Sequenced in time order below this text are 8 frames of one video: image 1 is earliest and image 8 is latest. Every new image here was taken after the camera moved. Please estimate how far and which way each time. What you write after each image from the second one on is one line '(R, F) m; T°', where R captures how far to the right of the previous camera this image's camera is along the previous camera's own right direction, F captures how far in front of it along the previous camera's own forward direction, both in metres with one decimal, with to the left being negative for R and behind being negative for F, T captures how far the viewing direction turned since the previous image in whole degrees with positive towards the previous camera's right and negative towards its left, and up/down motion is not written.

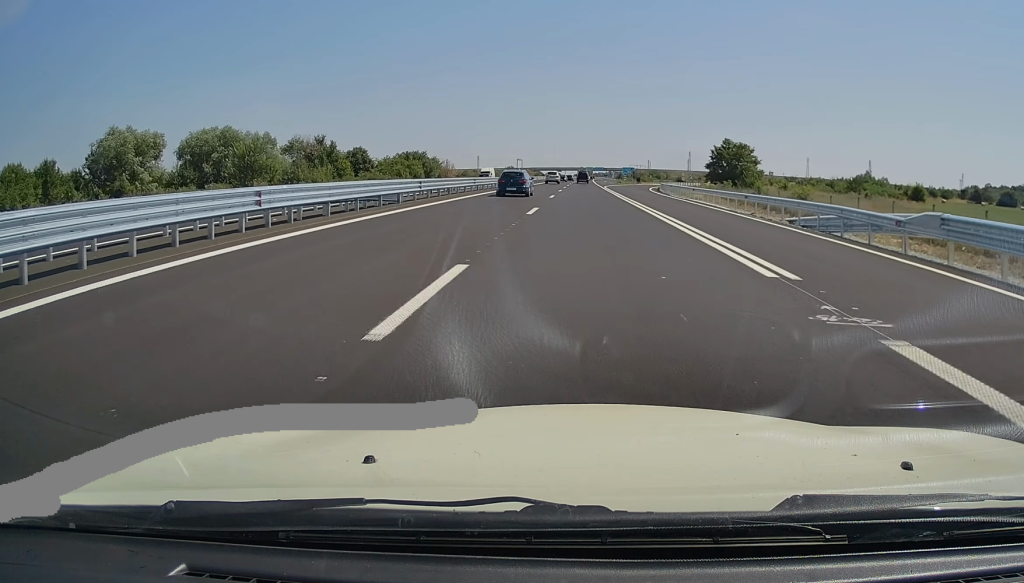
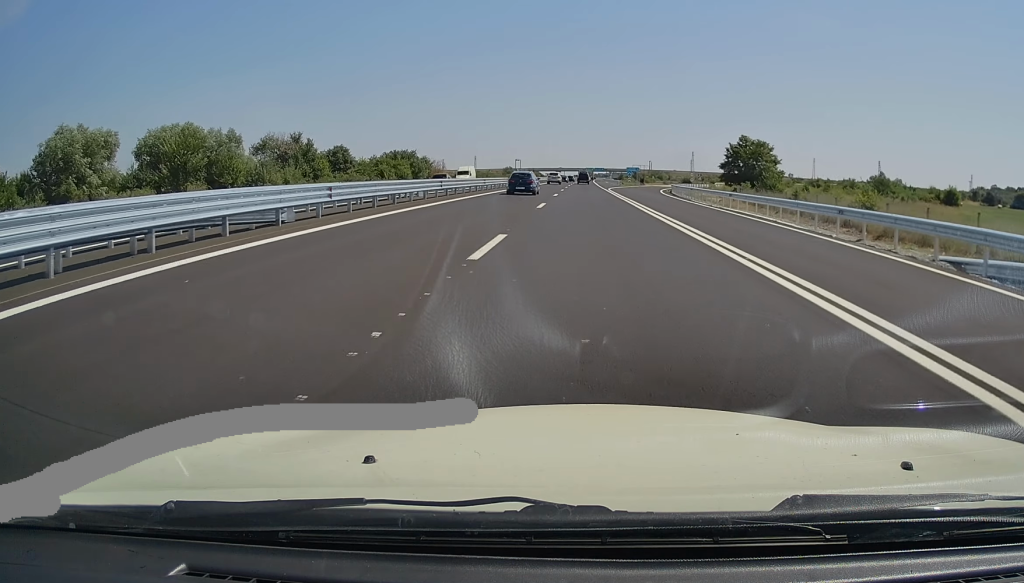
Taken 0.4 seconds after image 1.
(+0.2, +11.7) m; 0°
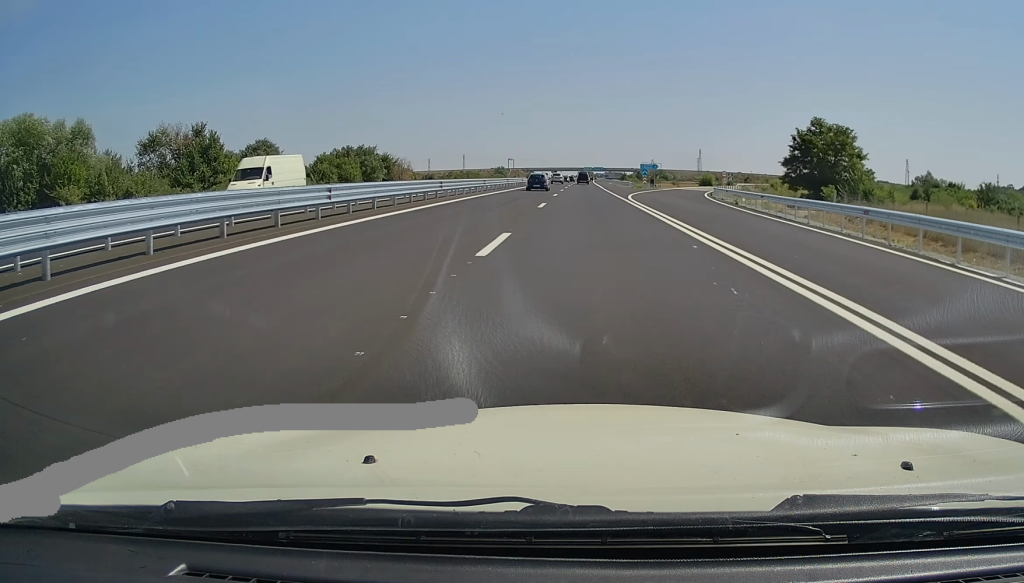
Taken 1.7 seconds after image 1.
(-0.5, +32.4) m; 0°
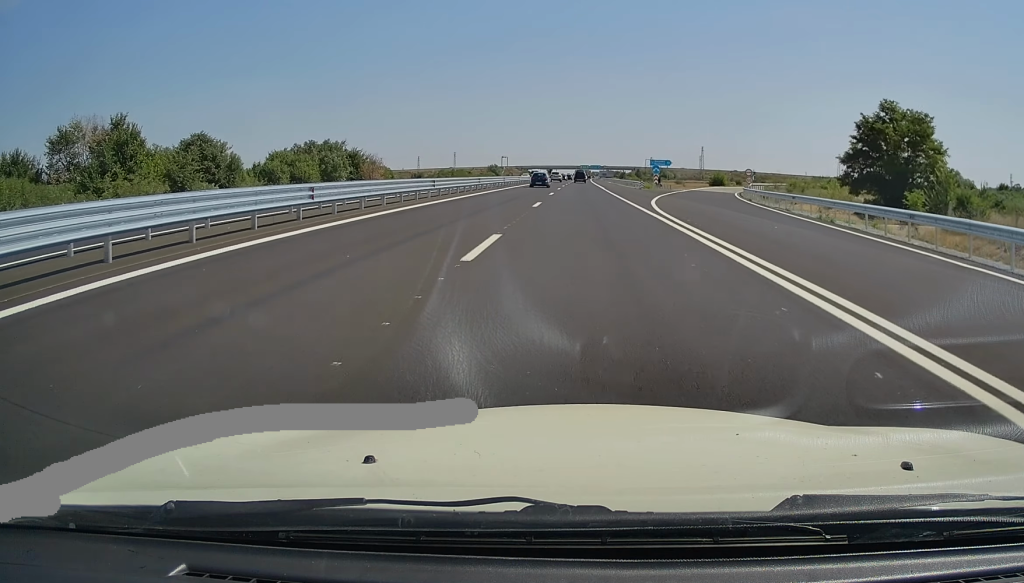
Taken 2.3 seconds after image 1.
(+0.2, +17.1) m; 0°
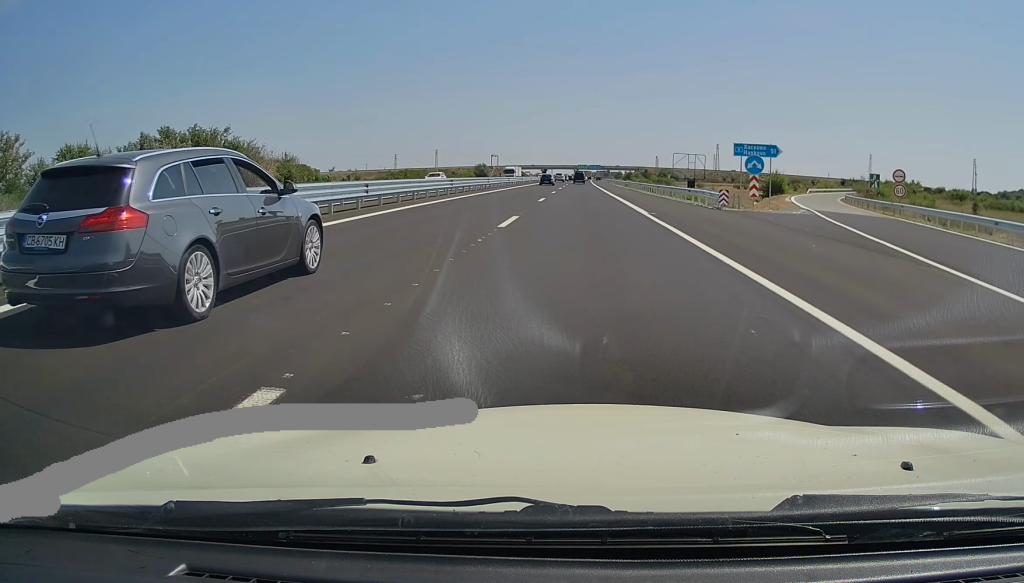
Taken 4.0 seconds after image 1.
(+0.4, +42.7) m; 0°
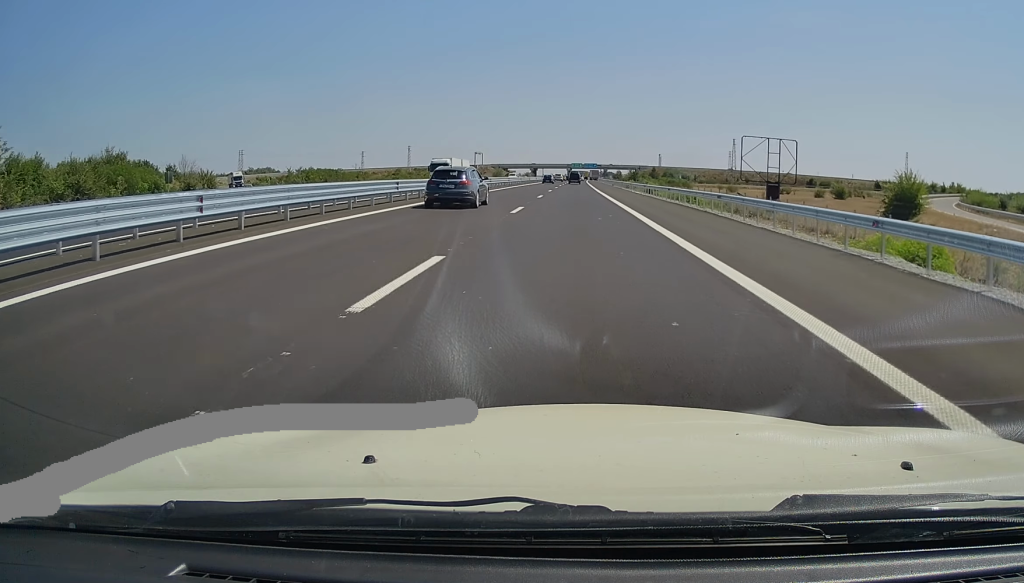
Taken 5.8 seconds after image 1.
(-0.3, +42.3) m; 0°
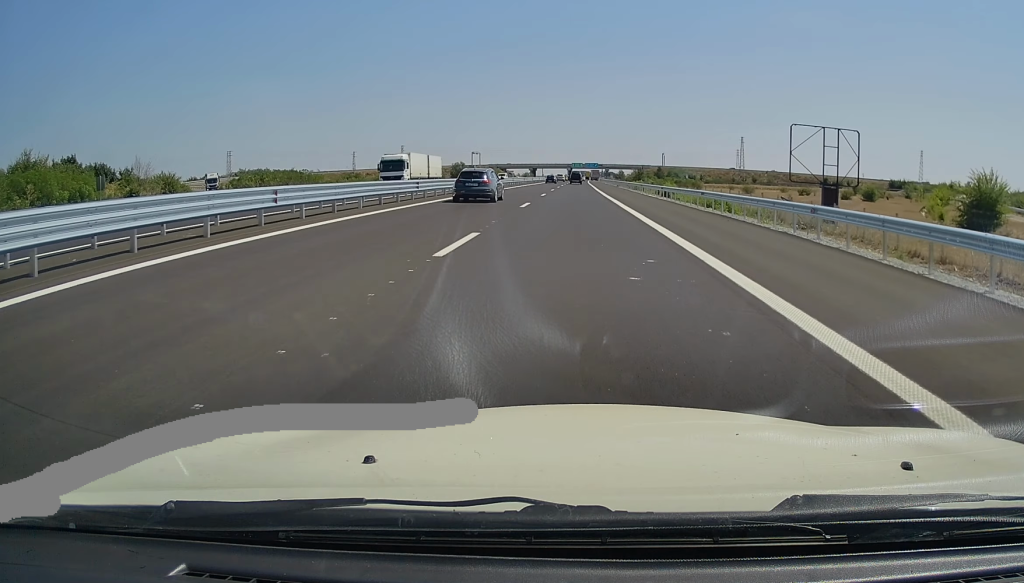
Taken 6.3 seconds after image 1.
(+0.2, +12.1) m; 0°
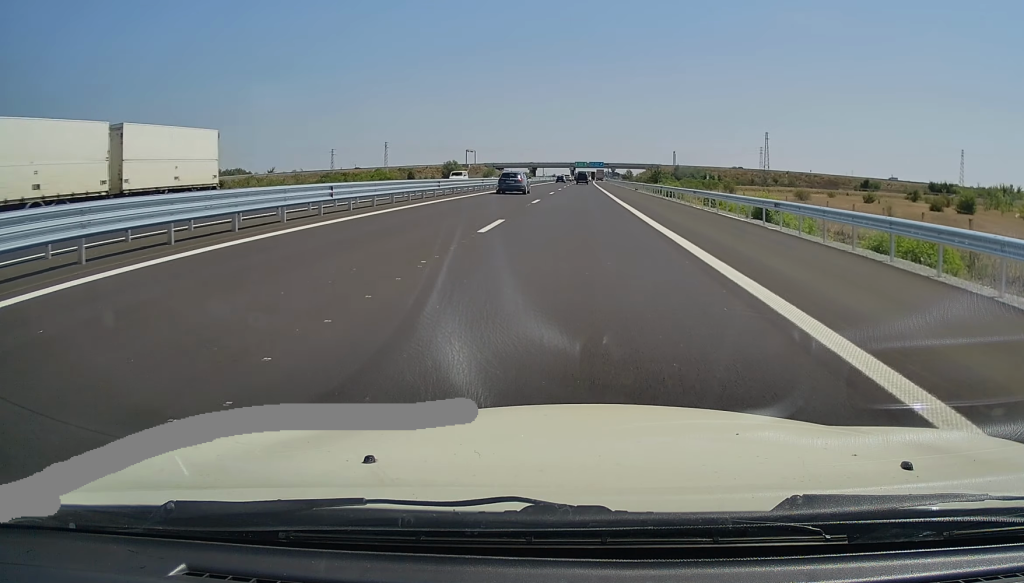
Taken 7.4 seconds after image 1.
(0.0, +28.0) m; 0°
